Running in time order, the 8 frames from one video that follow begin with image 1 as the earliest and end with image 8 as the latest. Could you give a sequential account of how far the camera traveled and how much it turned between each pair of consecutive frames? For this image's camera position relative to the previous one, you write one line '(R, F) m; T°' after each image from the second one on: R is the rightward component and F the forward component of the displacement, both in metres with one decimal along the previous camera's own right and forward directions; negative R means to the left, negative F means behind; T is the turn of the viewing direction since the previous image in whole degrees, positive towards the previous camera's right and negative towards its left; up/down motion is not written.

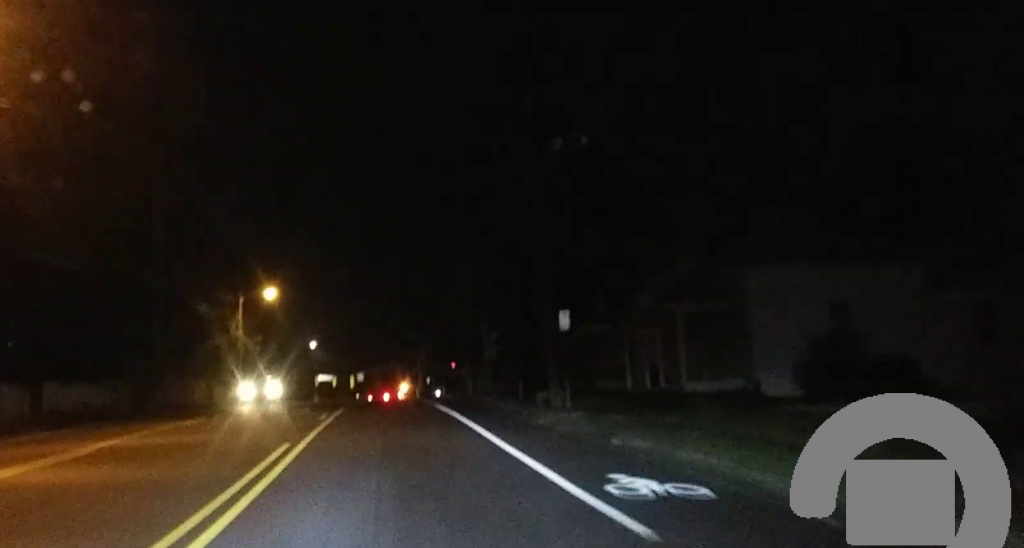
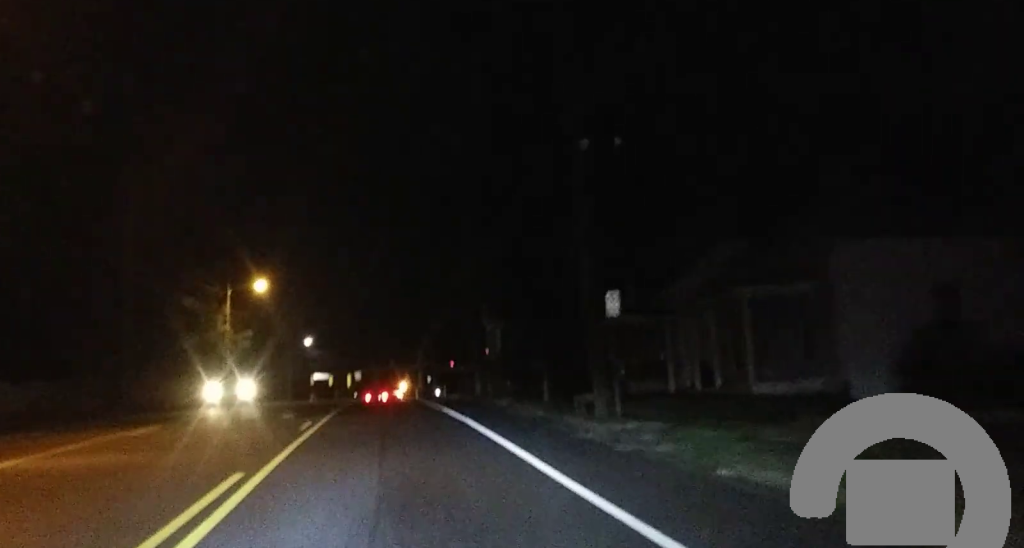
(0.0, +5.8) m; 0°
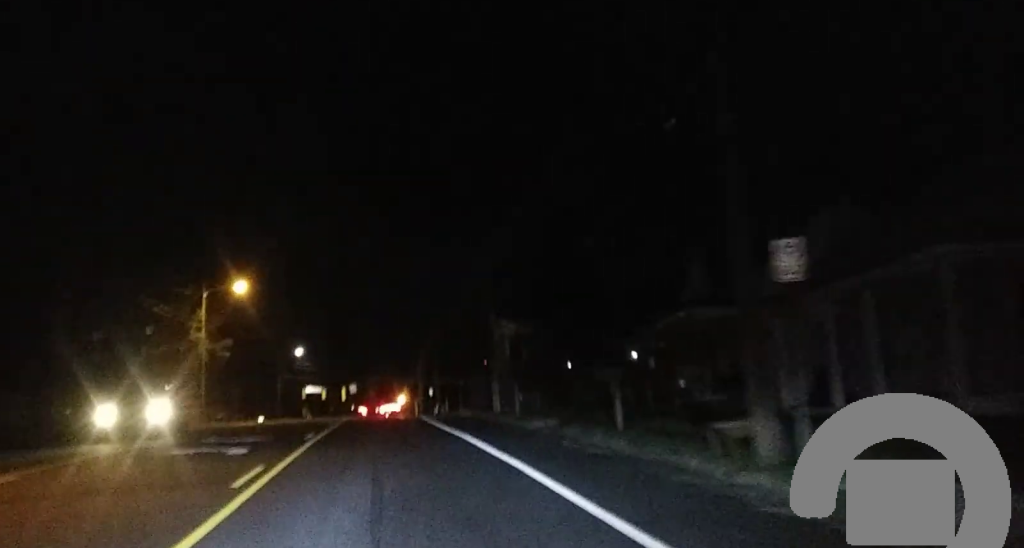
(0.0, +8.8) m; 0°
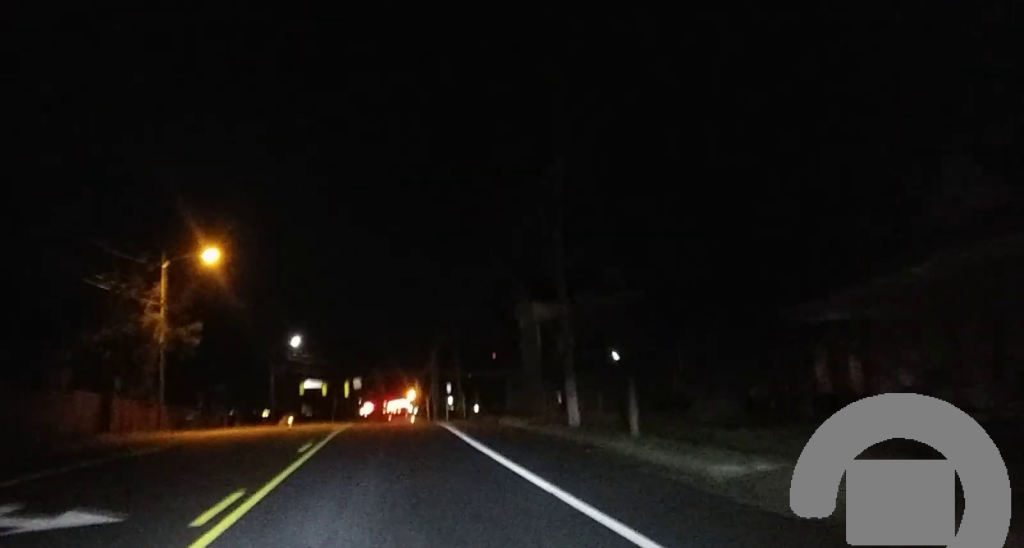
(-0.1, +15.3) m; 0°
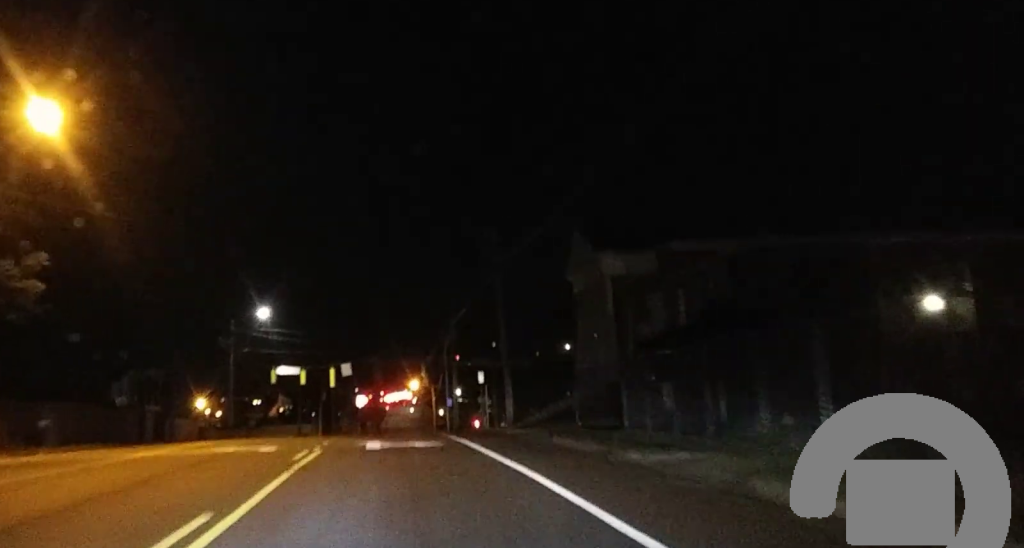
(0.0, +27.4) m; -1°
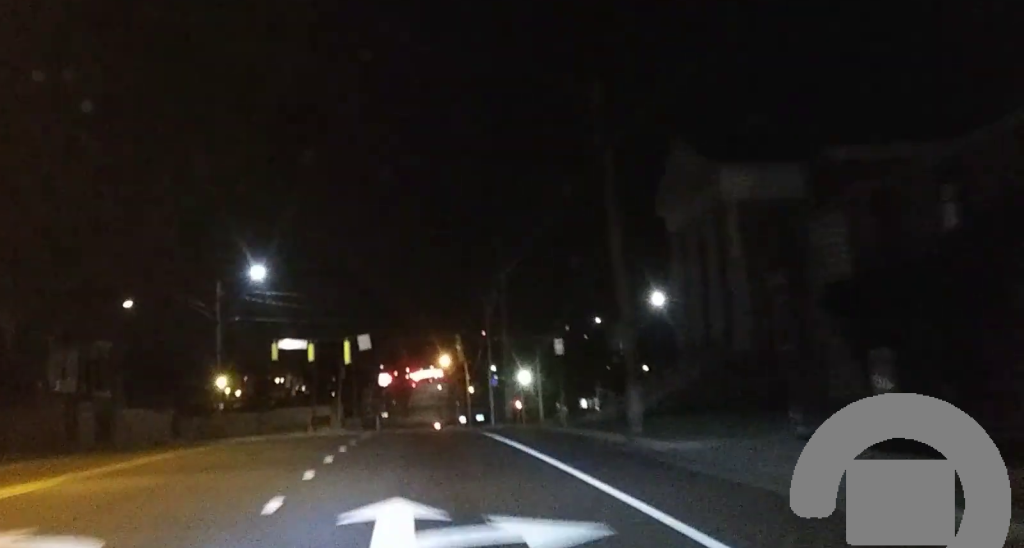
(-0.3, +17.4) m; -1°
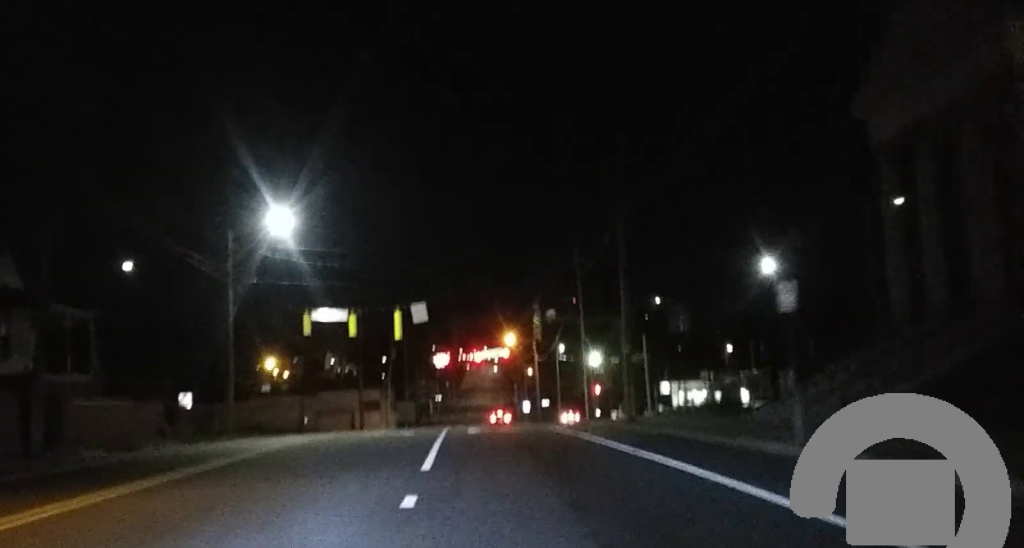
(0.0, +14.2) m; -1°
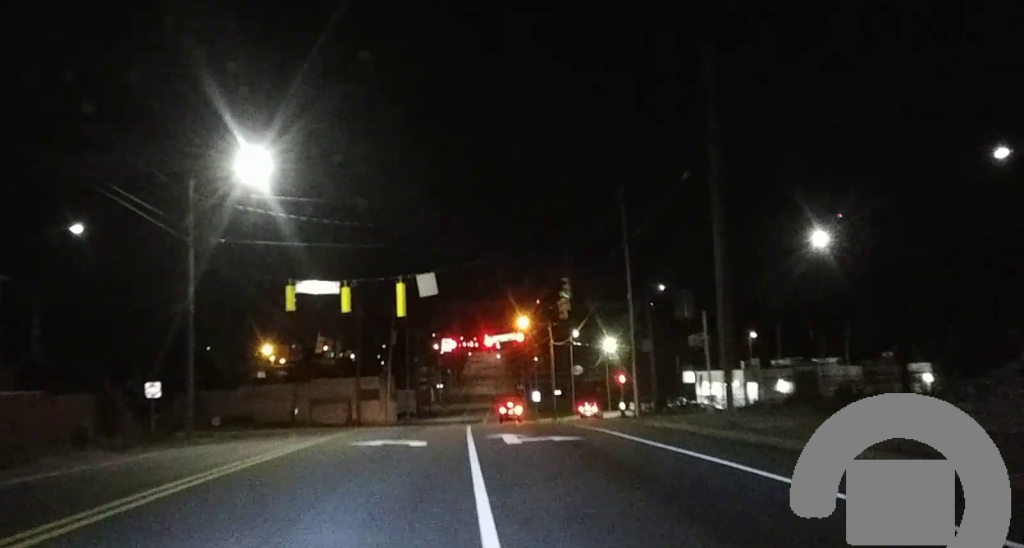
(0.0, +9.5) m; -1°
